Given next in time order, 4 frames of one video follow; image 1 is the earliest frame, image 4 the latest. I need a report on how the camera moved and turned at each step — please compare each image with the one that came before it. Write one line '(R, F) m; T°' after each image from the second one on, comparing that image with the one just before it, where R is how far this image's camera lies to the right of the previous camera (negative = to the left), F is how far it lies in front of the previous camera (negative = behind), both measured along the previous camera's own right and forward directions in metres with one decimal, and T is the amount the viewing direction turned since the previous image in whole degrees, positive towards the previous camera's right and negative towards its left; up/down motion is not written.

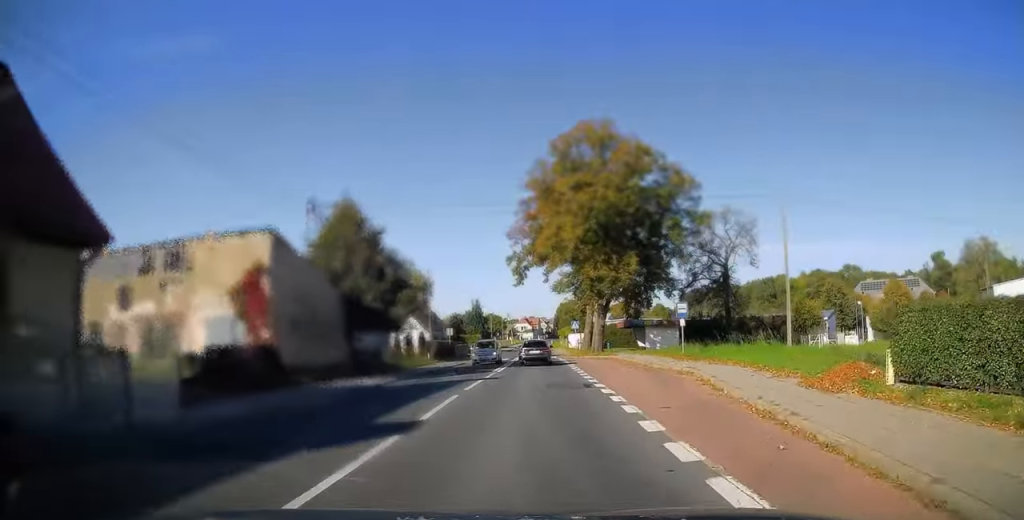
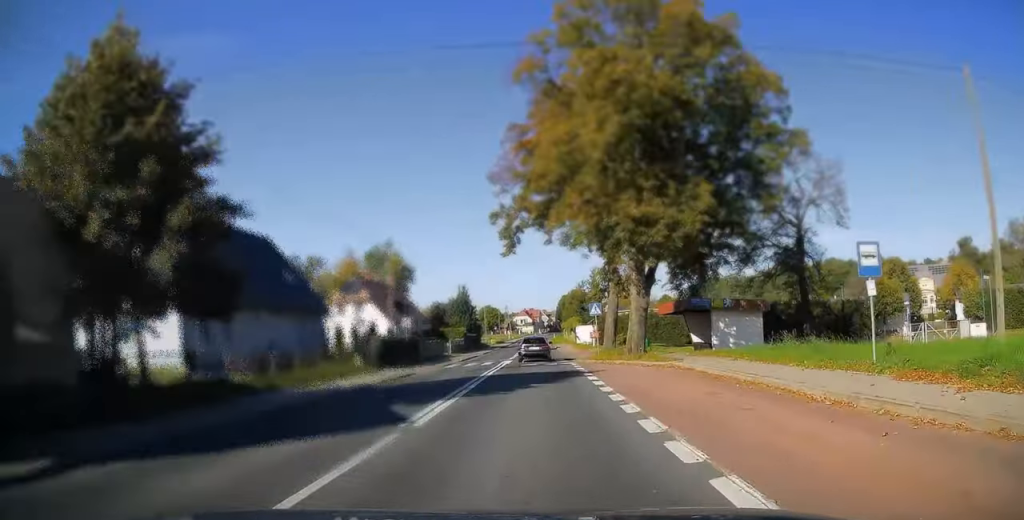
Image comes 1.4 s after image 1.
(0.0, +13.1) m; 0°
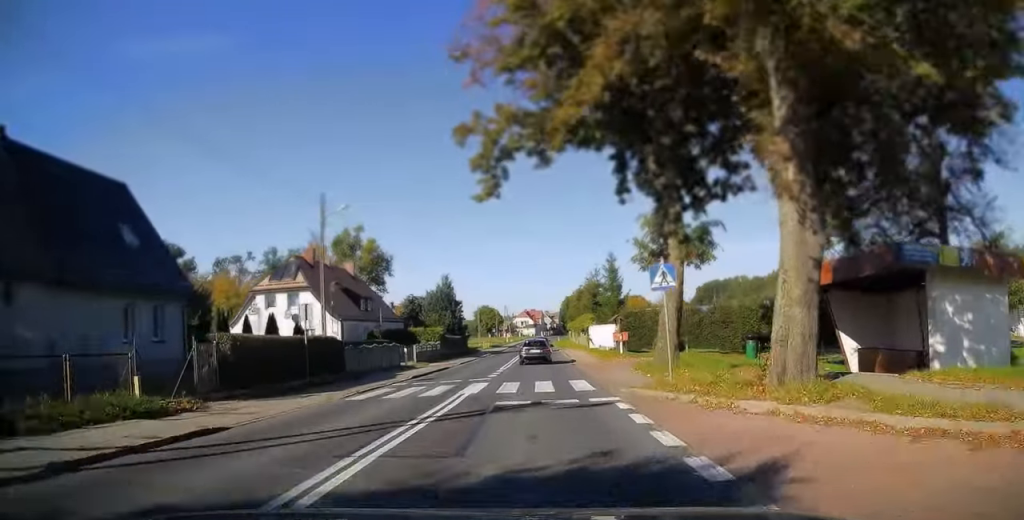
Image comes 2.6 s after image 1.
(0.0, +13.2) m; 0°
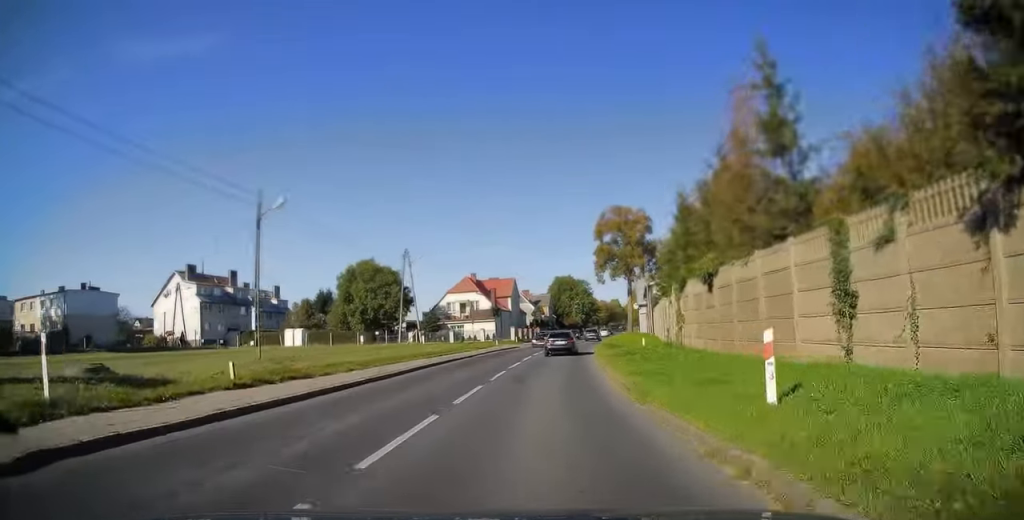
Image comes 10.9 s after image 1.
(+1.6, +109.5) m; +4°
